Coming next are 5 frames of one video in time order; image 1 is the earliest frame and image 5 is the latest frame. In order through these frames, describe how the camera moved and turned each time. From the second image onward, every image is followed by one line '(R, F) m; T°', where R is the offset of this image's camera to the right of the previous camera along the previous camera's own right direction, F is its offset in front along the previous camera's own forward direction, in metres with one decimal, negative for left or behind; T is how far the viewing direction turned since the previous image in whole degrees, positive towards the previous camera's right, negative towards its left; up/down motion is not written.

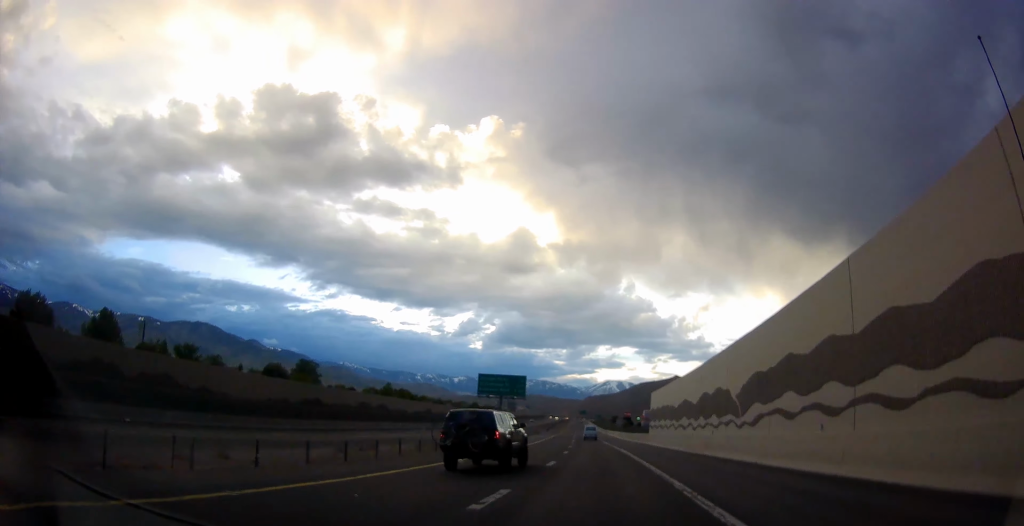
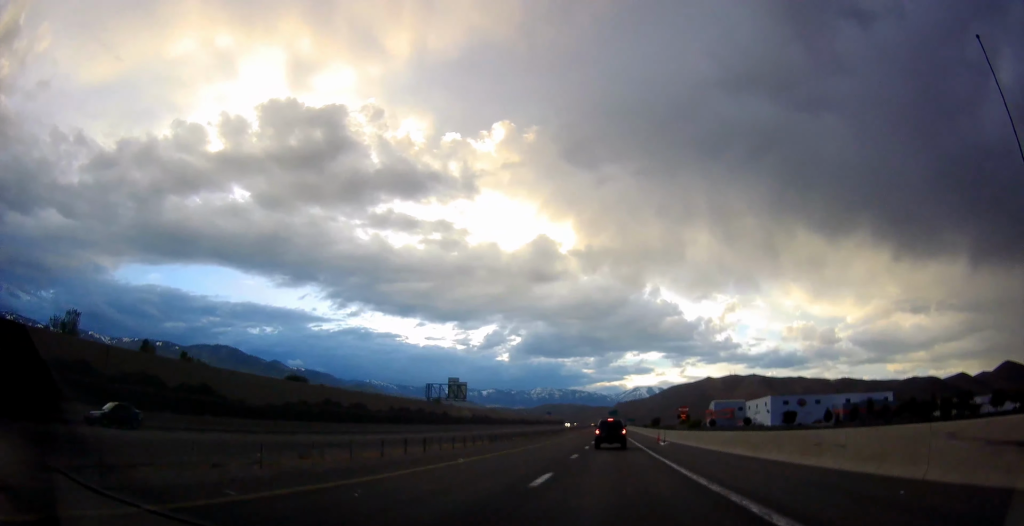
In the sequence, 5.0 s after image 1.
(-6.2, +129.7) m; -3°
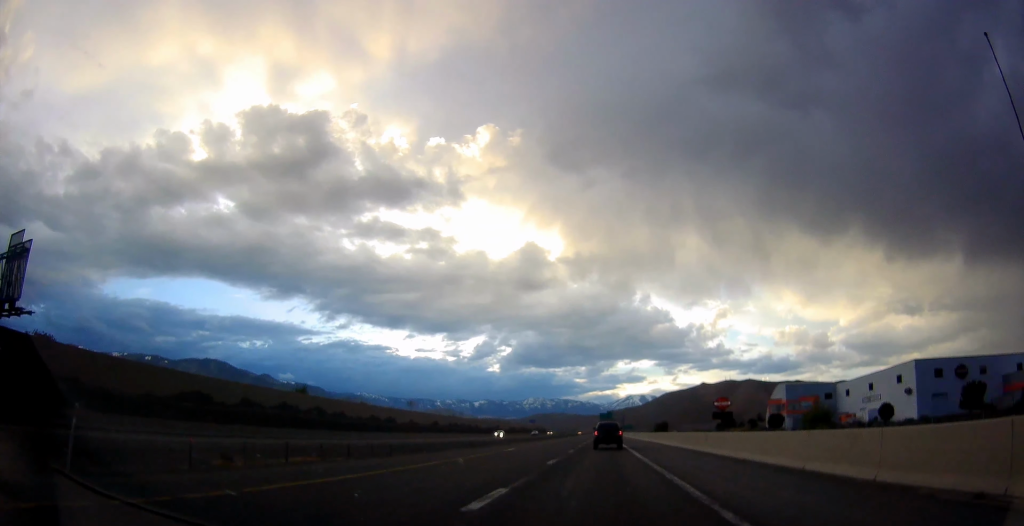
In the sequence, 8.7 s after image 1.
(-1.0, +93.4) m; -1°
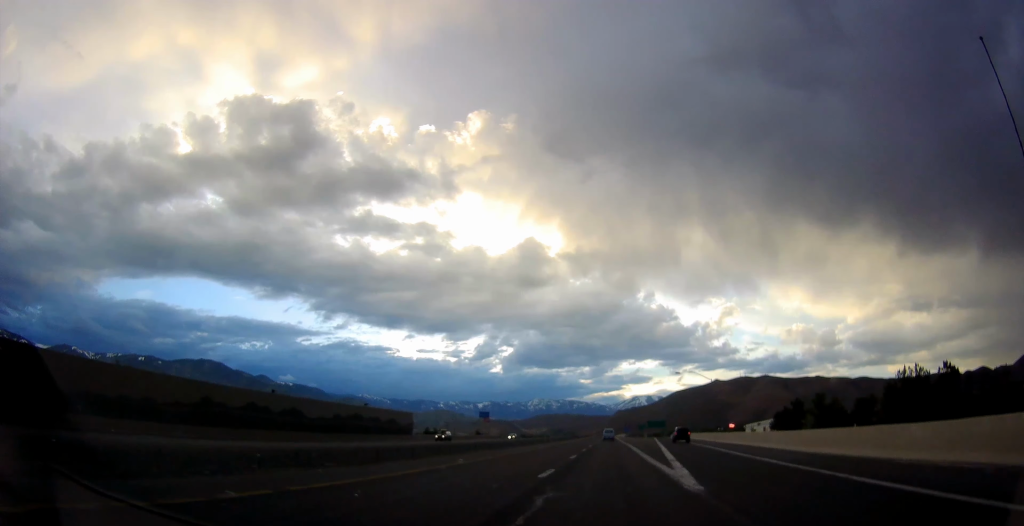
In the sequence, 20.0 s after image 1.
(-1.1, +286.8) m; 0°
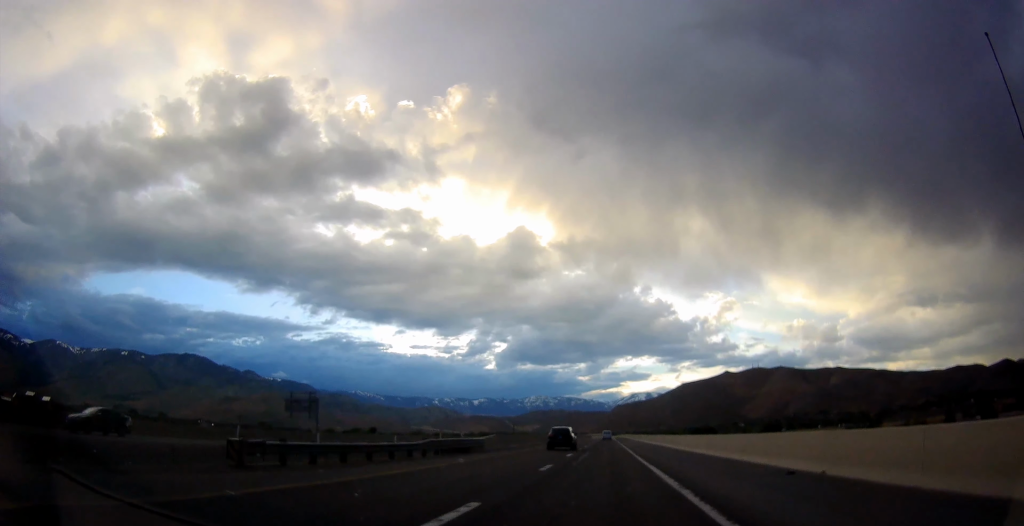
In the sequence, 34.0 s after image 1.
(-0.1, +360.7) m; 0°
